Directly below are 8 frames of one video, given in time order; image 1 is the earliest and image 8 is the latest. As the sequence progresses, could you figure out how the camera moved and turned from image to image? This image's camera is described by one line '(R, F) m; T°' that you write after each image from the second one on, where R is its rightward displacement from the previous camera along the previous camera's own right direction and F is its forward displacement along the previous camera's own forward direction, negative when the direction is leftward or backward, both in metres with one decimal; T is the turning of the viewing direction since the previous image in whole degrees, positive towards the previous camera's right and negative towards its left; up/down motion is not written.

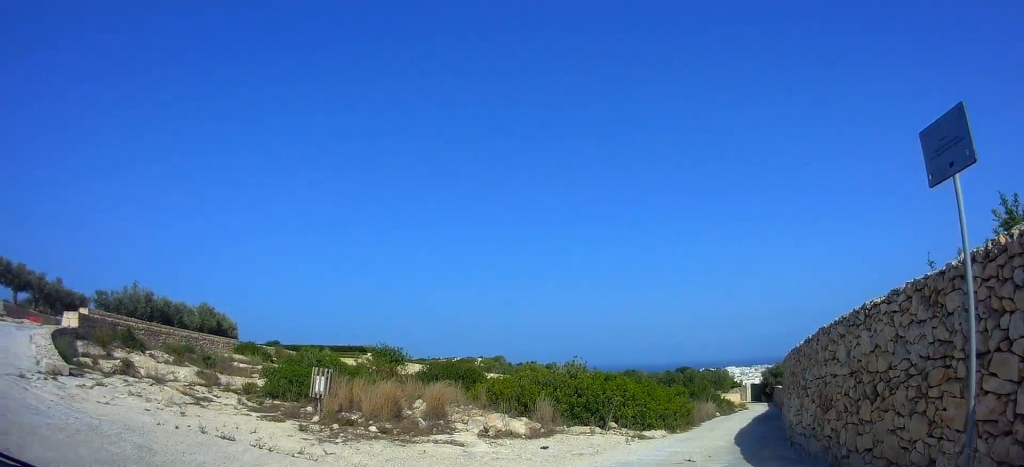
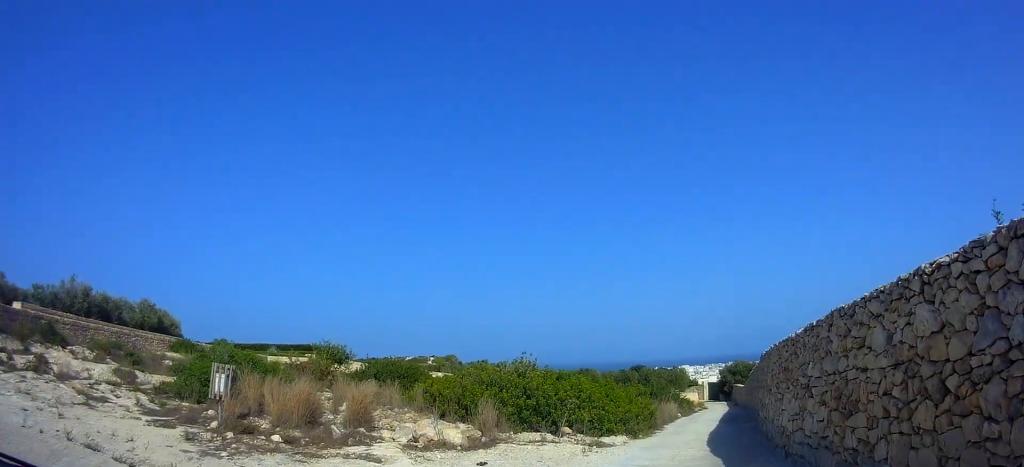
(+0.1, +2.8) m; +1°
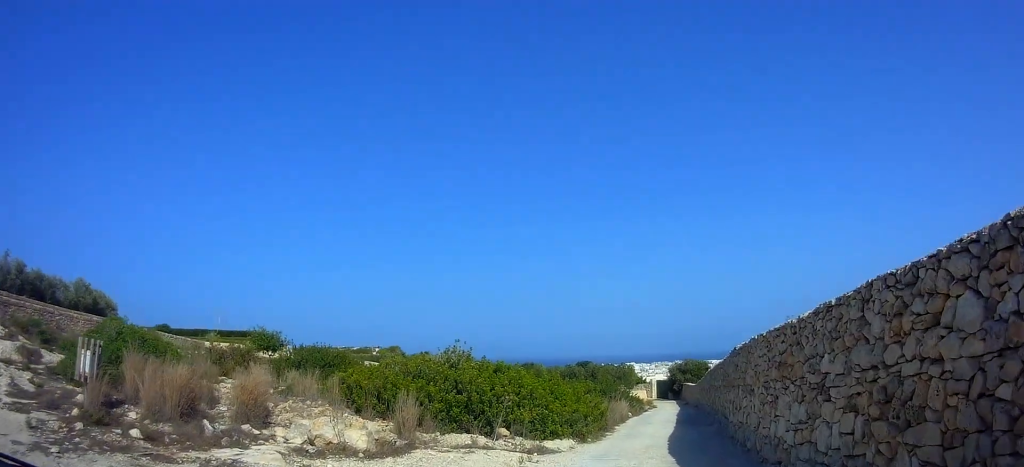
(0.0, +2.5) m; +1°
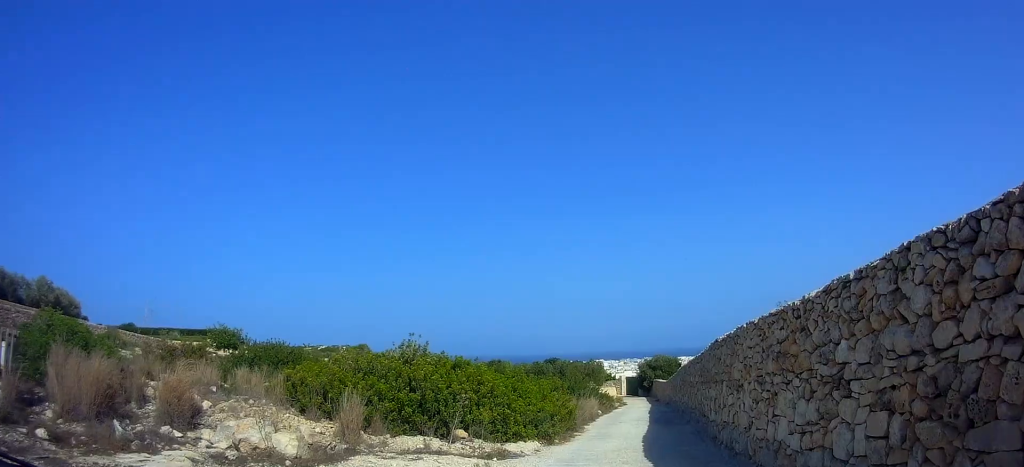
(0.0, +1.0) m; +1°
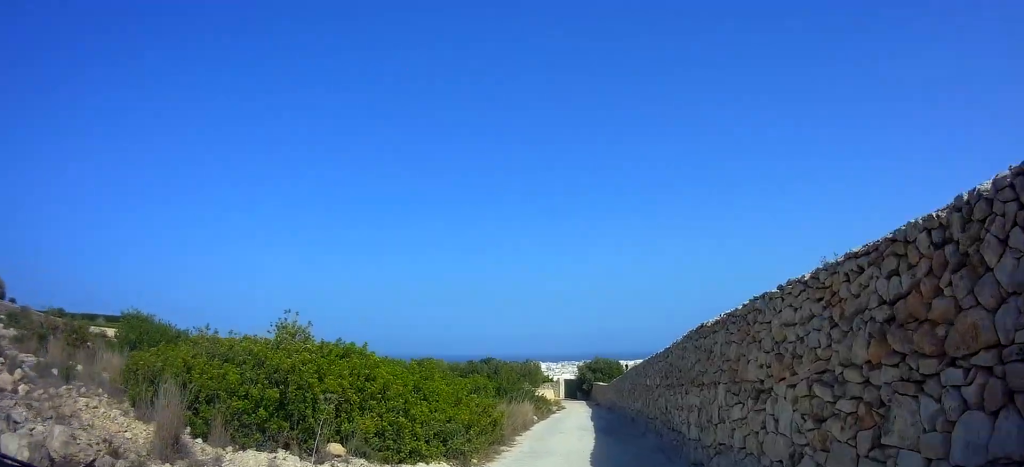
(+0.1, +2.3) m; +10°
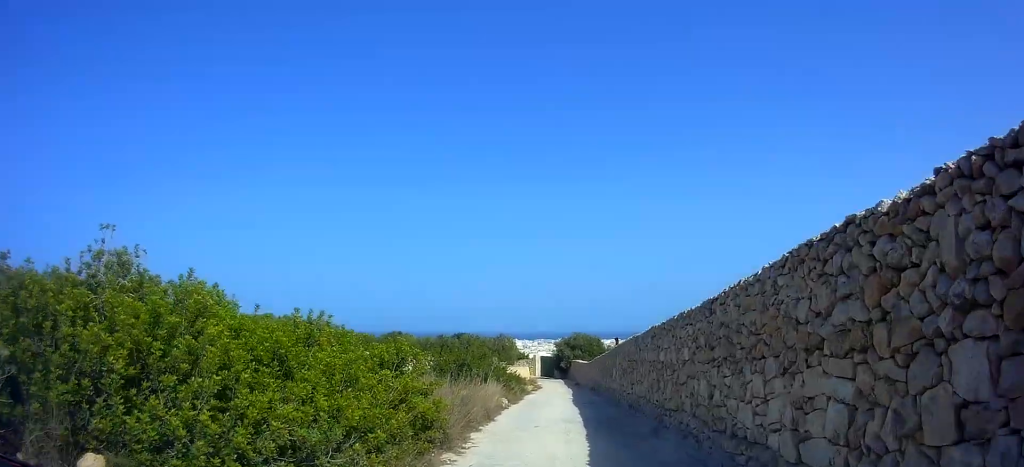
(+0.4, +3.3) m; +8°
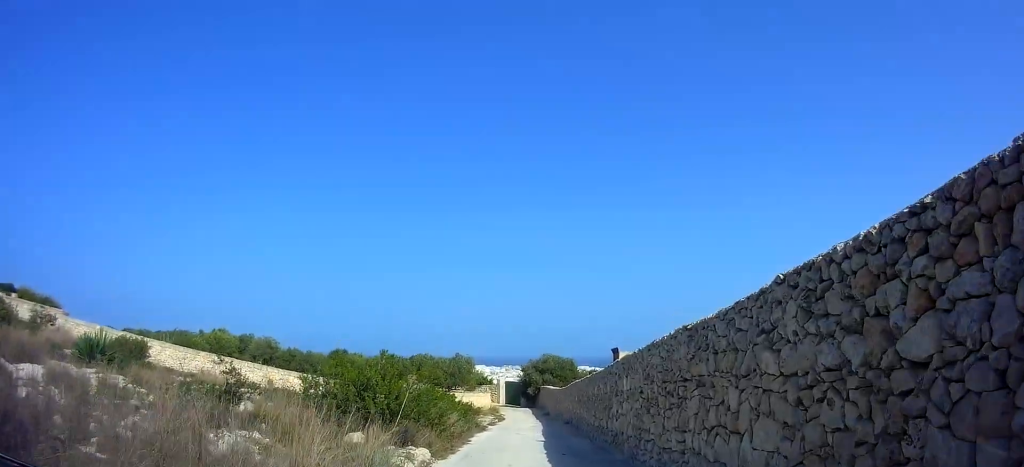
(+0.5, +7.1) m; -3°
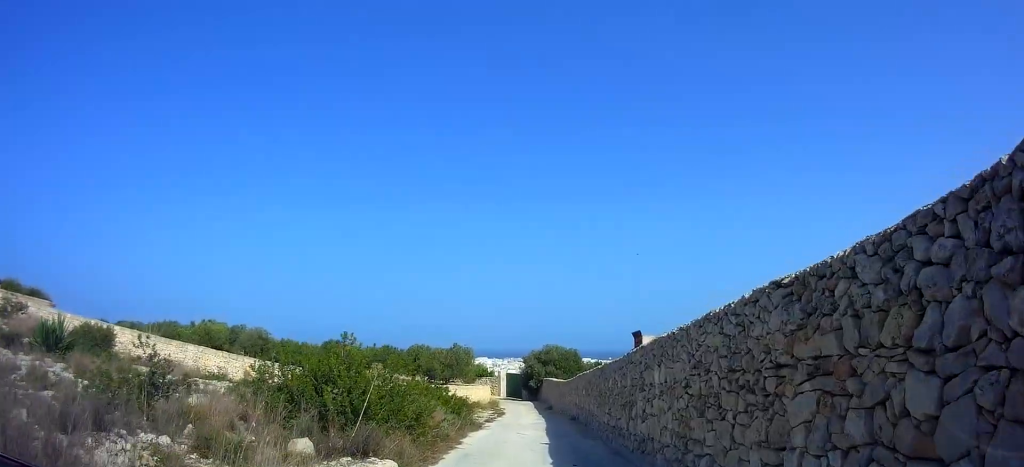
(-0.3, +2.9) m; -5°
